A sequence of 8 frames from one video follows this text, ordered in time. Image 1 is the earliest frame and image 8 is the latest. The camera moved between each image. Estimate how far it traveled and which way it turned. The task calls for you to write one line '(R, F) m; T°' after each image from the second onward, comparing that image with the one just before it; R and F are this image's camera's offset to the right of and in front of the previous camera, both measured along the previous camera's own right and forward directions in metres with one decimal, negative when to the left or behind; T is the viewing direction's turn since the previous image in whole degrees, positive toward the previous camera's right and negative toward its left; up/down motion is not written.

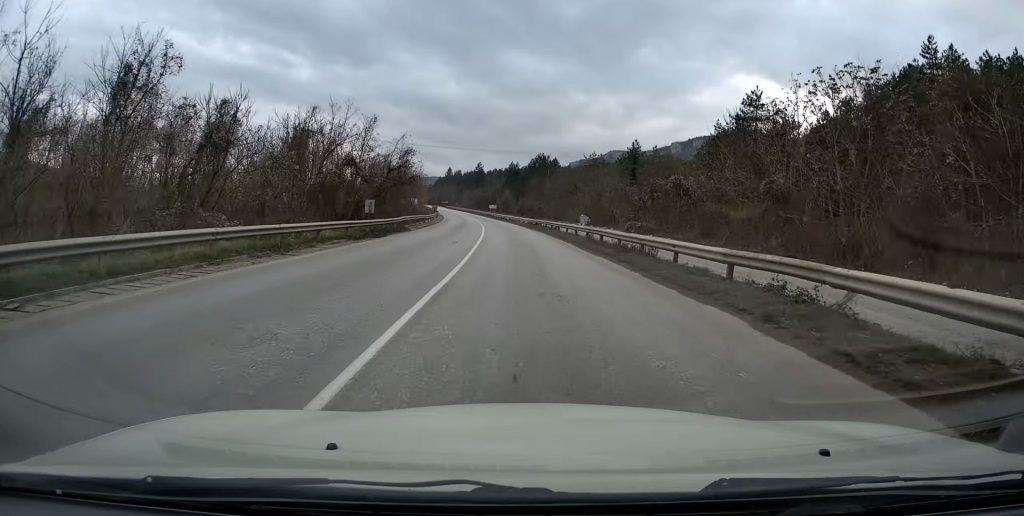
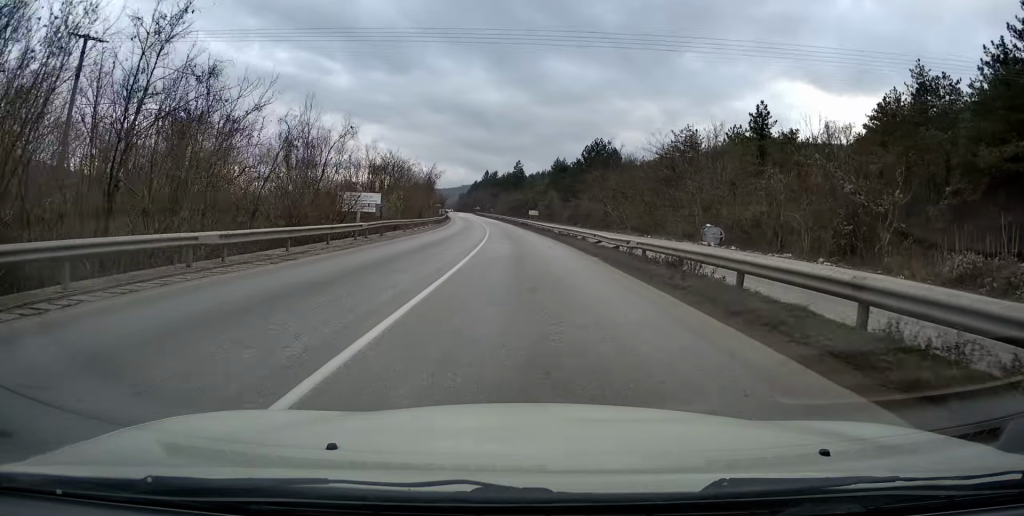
(-1.0, +42.6) m; -3°
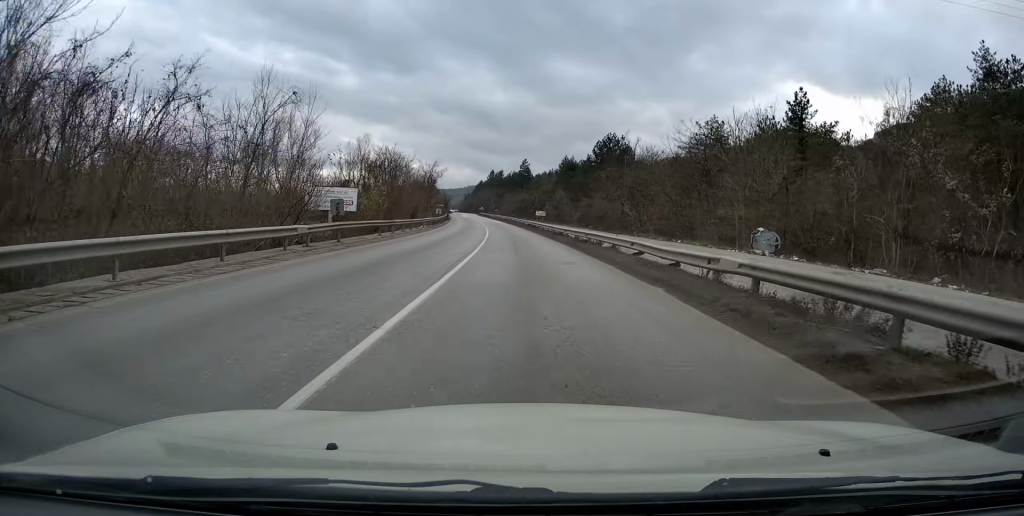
(0.0, +8.3) m; -1°
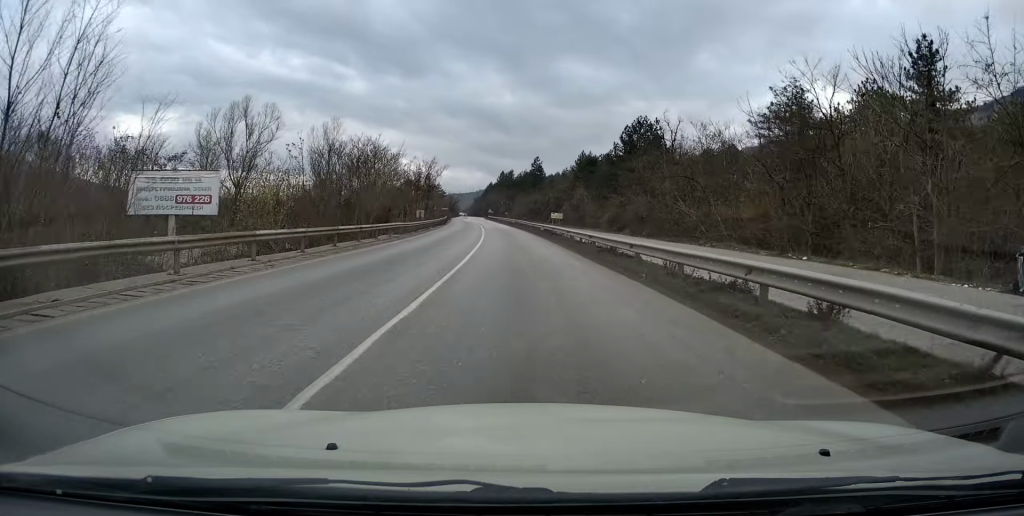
(-0.2, +19.1) m; -2°
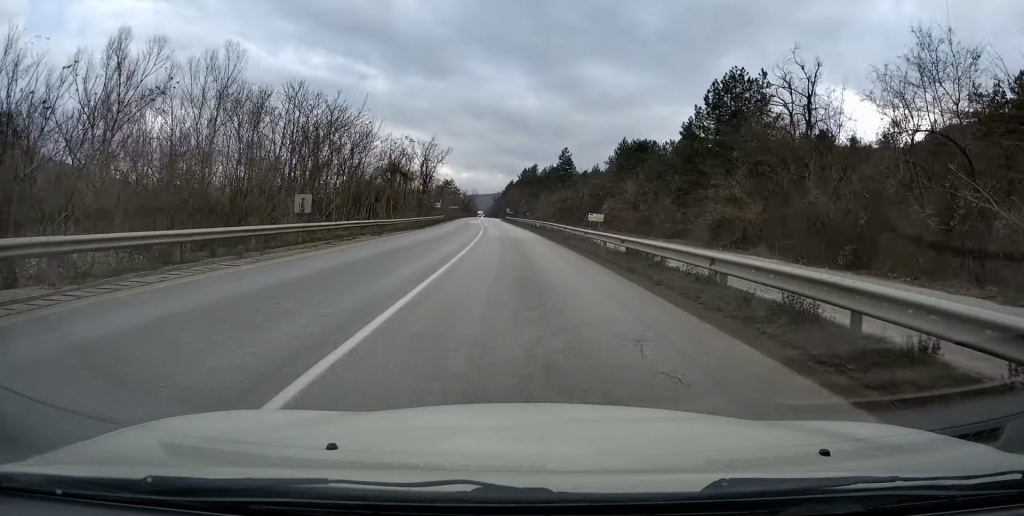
(-0.6, +30.3) m; -2°
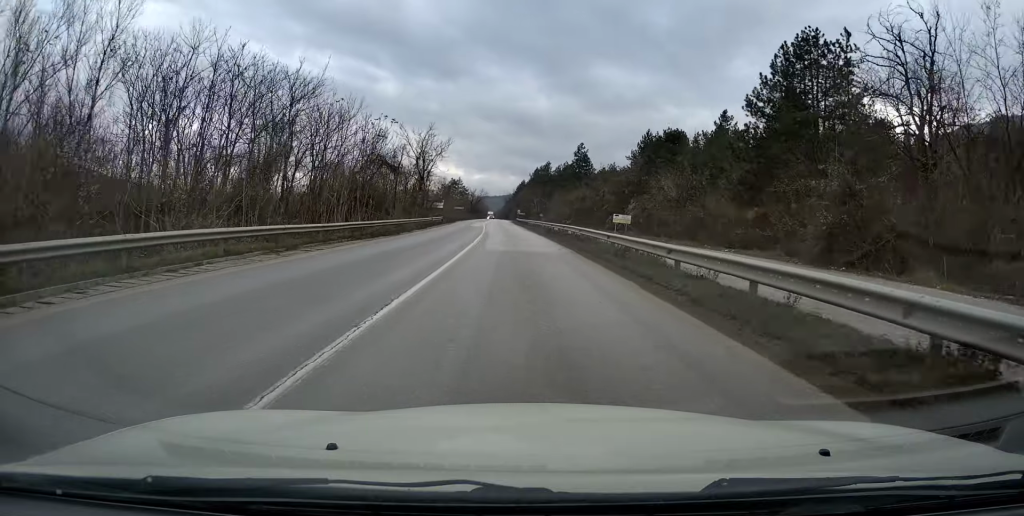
(0.0, +13.2) m; -1°
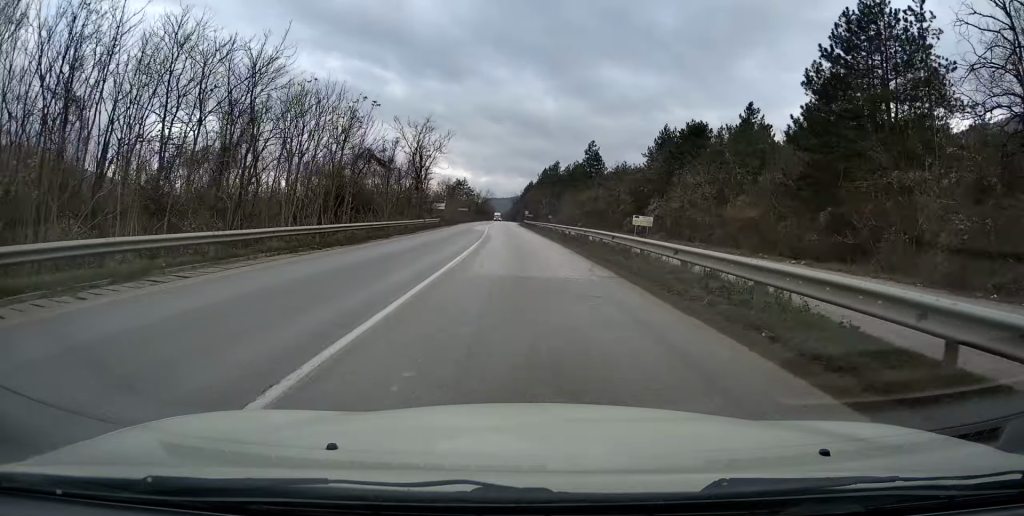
(-0.1, +8.2) m; -1°
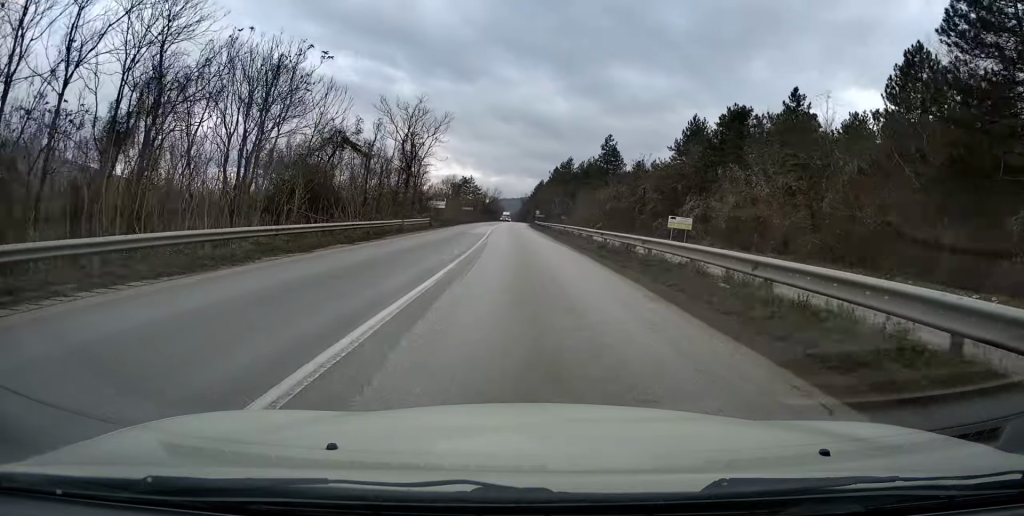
(-0.1, +11.9) m; -1°
